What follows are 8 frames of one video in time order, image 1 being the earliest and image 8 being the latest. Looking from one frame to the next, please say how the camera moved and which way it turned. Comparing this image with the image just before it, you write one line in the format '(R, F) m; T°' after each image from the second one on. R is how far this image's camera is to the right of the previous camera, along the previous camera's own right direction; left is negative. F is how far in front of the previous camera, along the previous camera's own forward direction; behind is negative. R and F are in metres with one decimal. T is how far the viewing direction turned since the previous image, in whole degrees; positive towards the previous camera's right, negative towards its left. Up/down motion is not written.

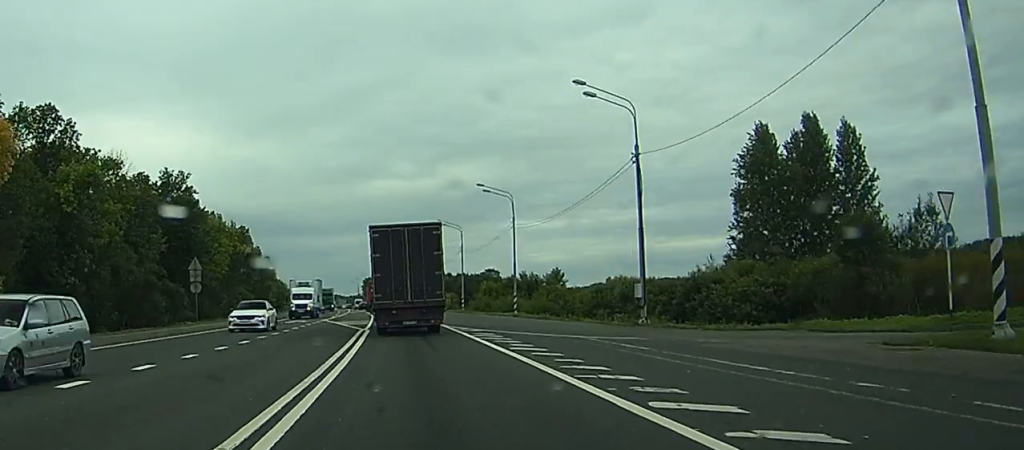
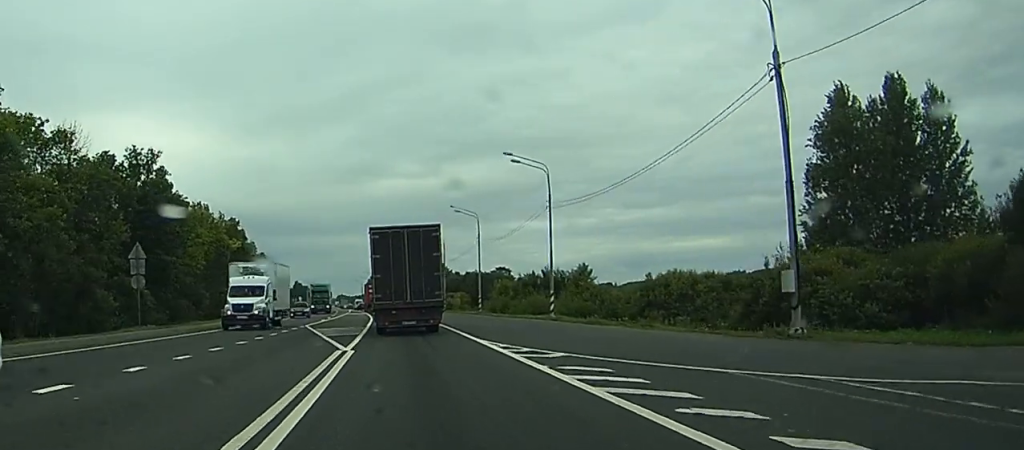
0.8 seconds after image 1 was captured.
(0.0, +16.6) m; 0°
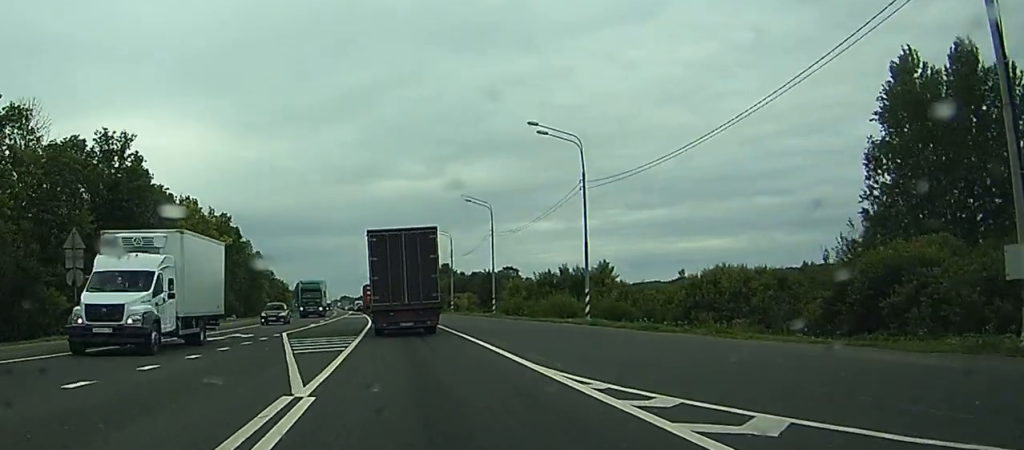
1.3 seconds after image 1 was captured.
(0.0, +10.9) m; 0°
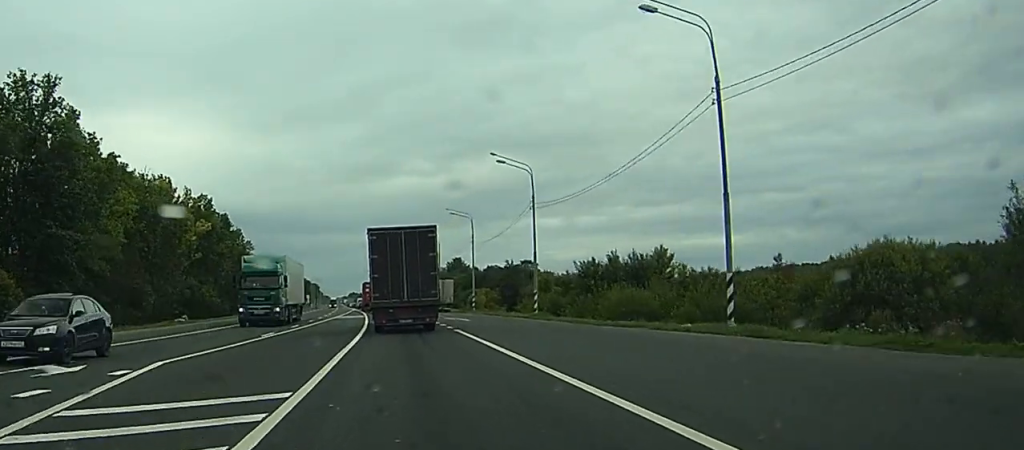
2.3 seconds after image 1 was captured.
(0.0, +21.9) m; 0°
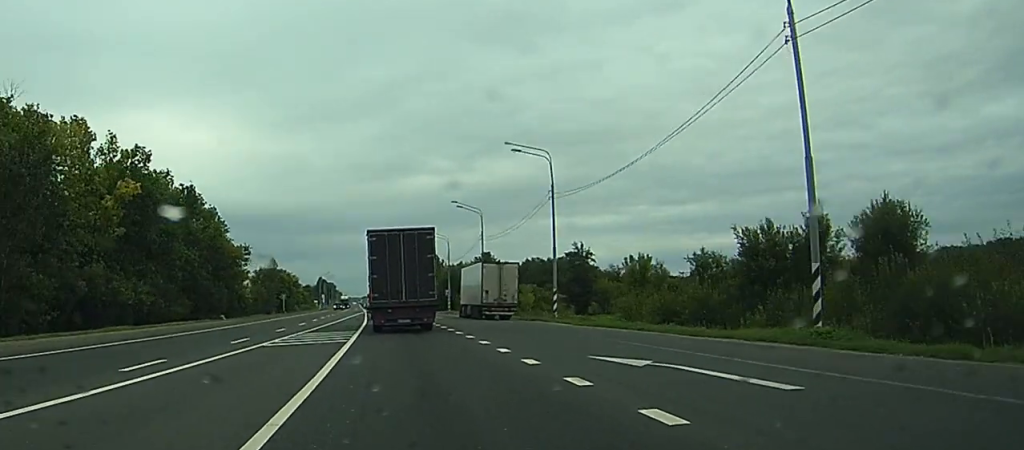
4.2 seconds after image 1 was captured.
(-0.2, +42.2) m; -1°
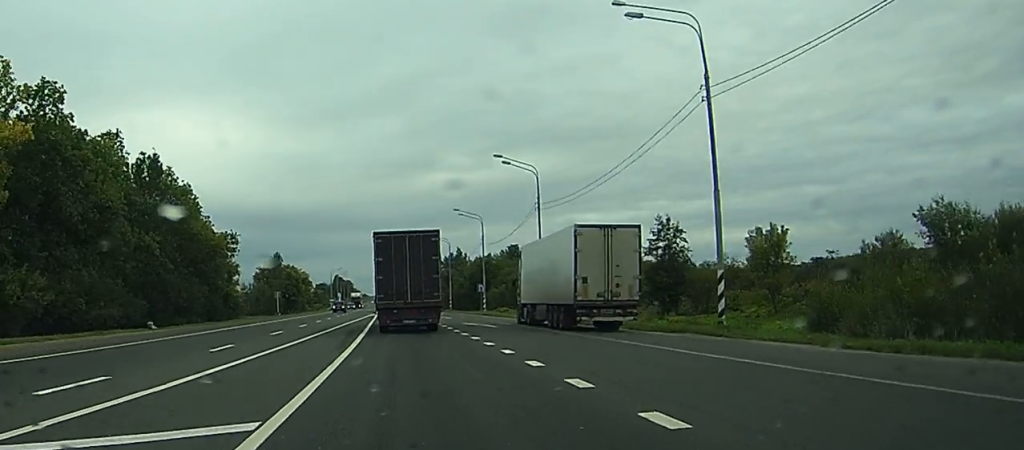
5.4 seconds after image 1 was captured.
(-0.5, +28.2) m; -2°
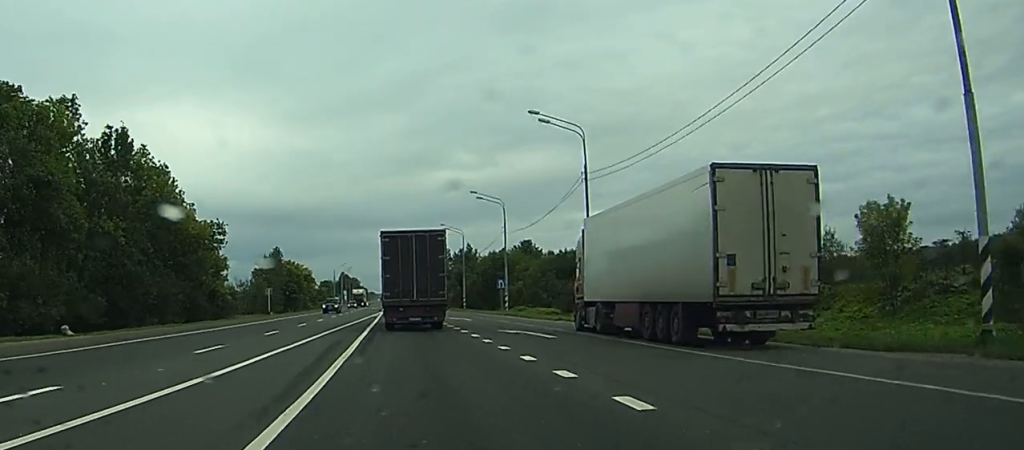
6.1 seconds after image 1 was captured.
(-0.1, +14.7) m; -1°
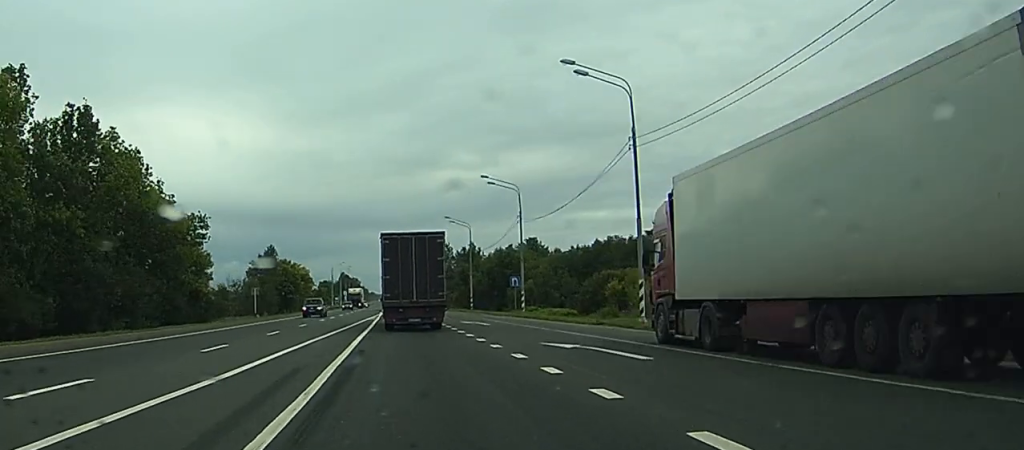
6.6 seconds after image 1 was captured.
(0.0, +10.9) m; -1°
